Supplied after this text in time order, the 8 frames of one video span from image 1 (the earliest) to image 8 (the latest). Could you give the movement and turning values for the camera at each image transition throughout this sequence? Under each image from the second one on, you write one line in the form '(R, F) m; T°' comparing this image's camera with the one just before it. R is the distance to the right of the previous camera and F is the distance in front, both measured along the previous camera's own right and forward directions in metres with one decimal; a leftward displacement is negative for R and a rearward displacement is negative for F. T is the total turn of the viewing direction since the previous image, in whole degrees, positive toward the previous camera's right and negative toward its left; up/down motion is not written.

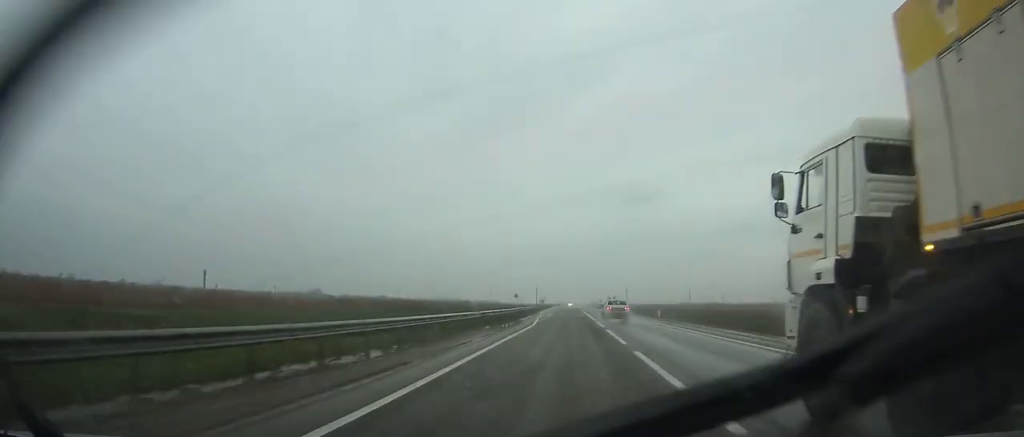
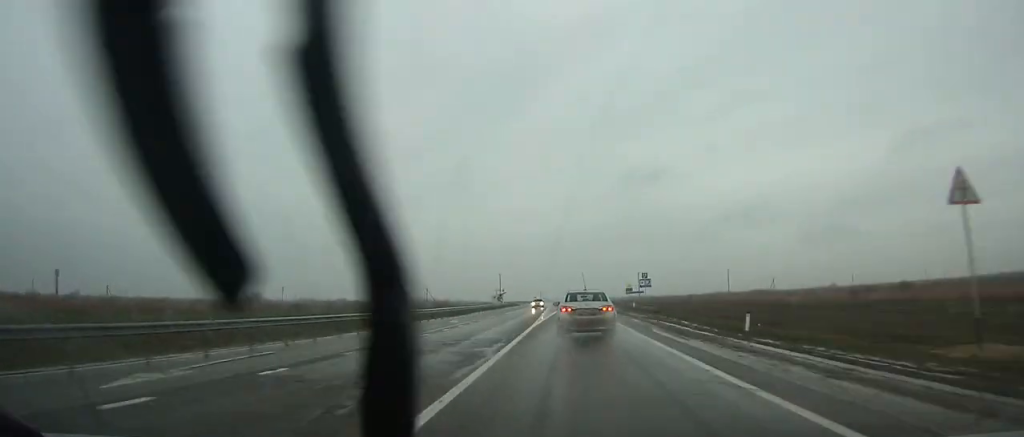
(+1.6, +135.3) m; +1°
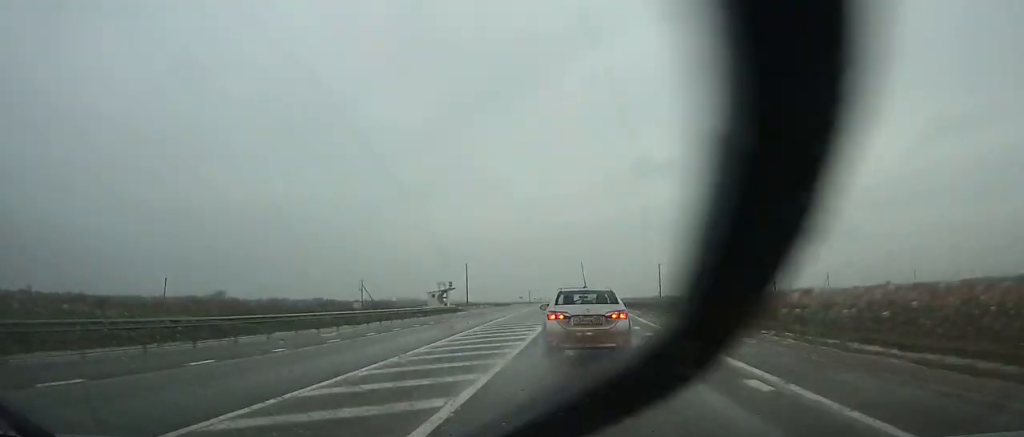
(-0.3, +75.6) m; 0°
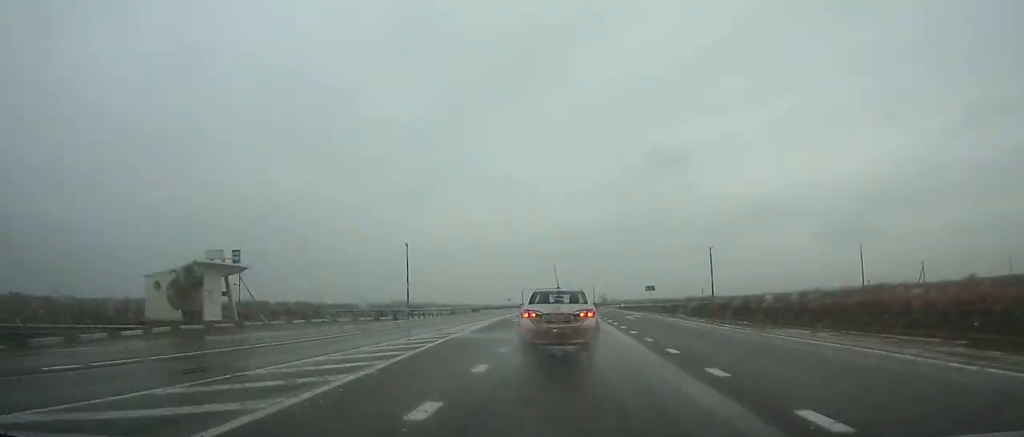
(-0.2, +71.8) m; -1°
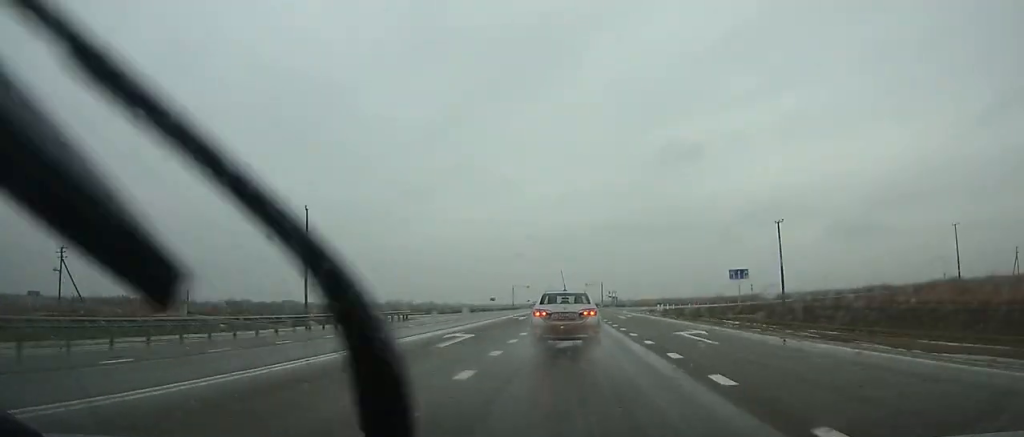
(-0.2, +45.7) m; 0°
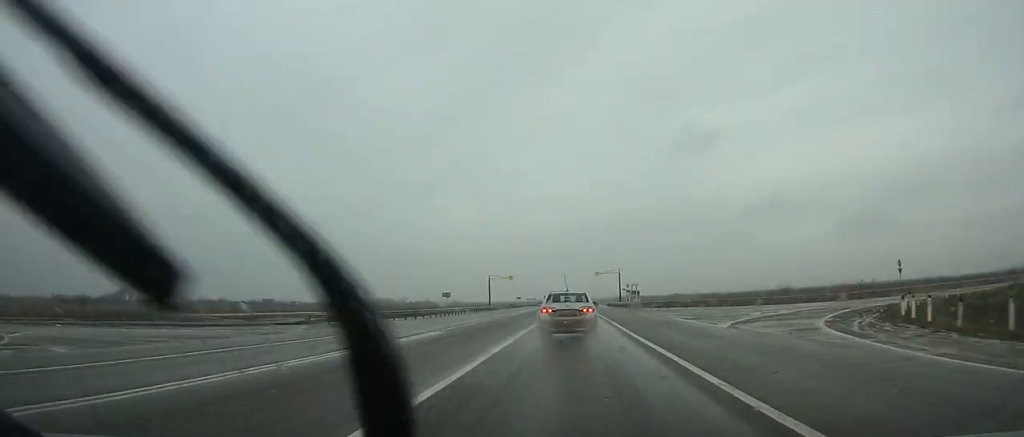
(-0.1, +57.6) m; 0°
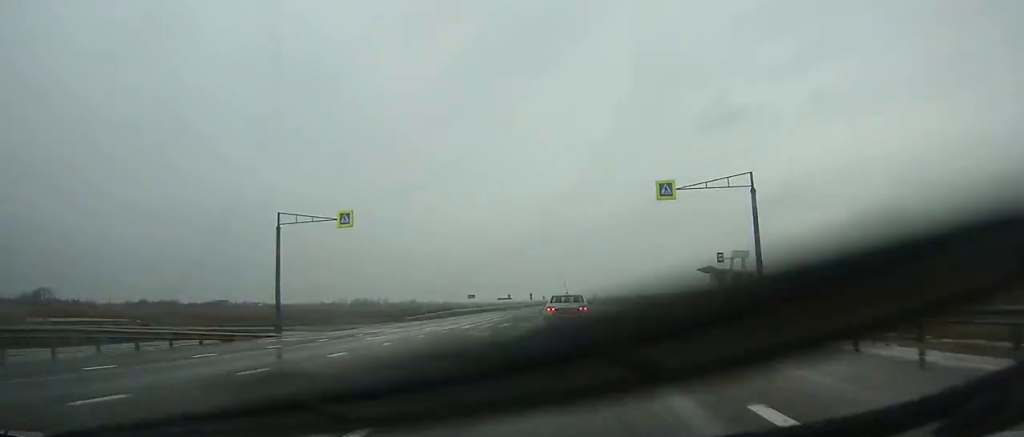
(0.0, +92.0) m; 0°
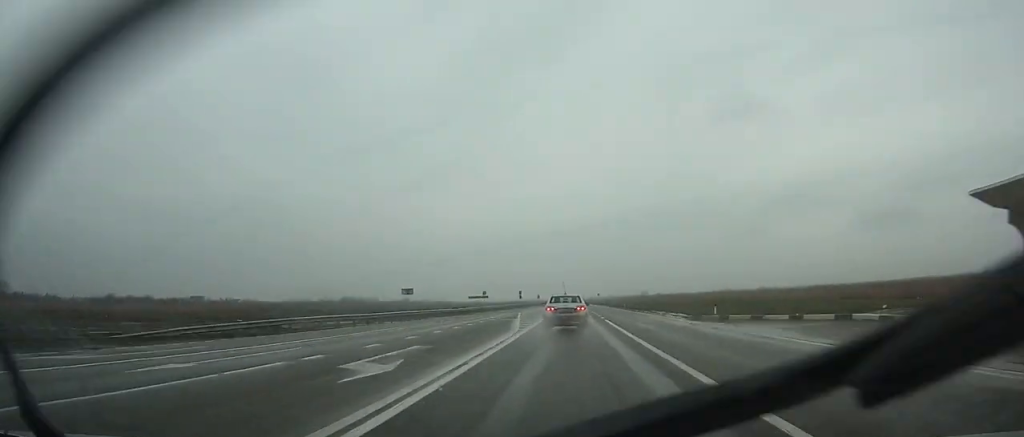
(0.0, +41.2) m; 0°
